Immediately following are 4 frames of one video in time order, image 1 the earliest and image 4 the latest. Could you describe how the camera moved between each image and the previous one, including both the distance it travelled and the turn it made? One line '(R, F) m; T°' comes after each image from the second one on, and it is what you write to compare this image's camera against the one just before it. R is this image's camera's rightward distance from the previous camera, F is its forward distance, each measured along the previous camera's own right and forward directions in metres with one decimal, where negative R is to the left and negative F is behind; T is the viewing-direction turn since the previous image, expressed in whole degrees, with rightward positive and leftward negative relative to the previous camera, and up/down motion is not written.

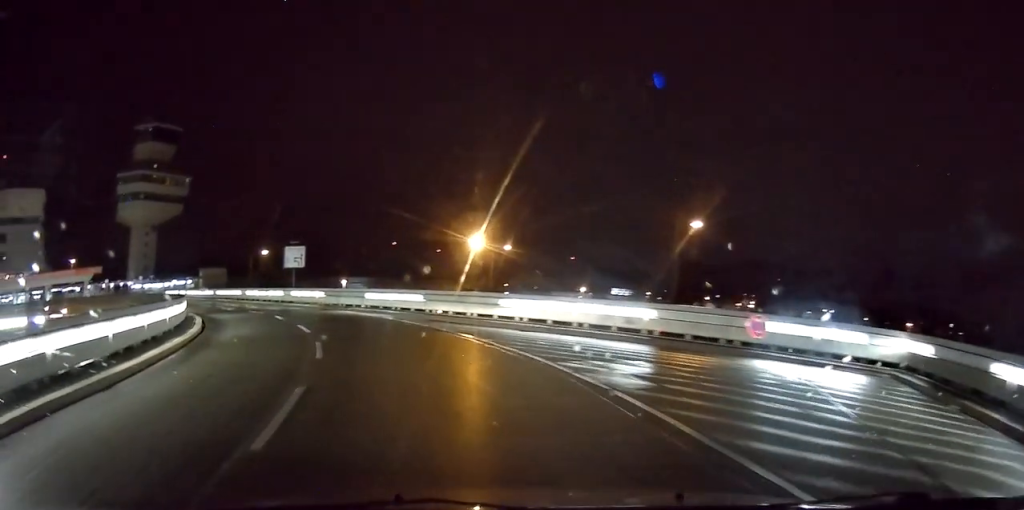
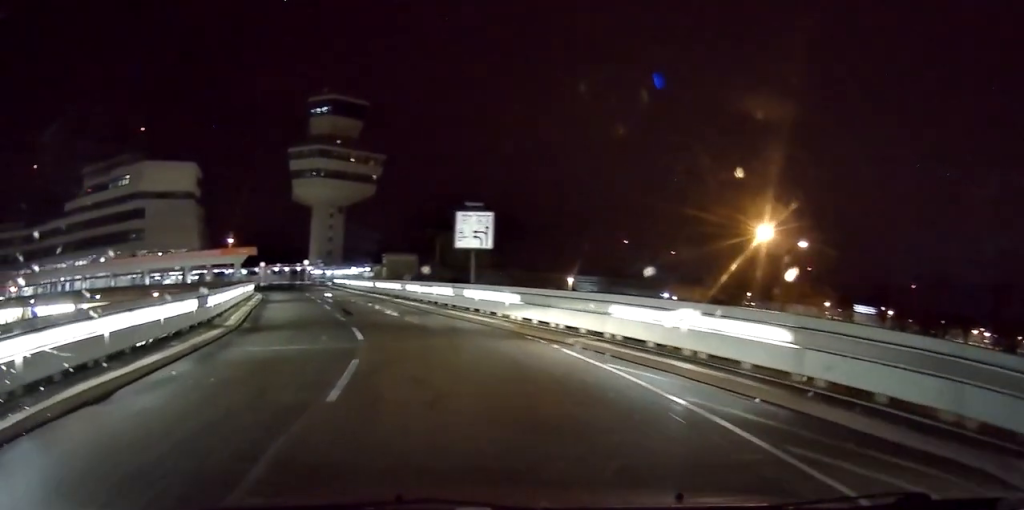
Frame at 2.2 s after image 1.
(-2.9, +17.0) m; -20°
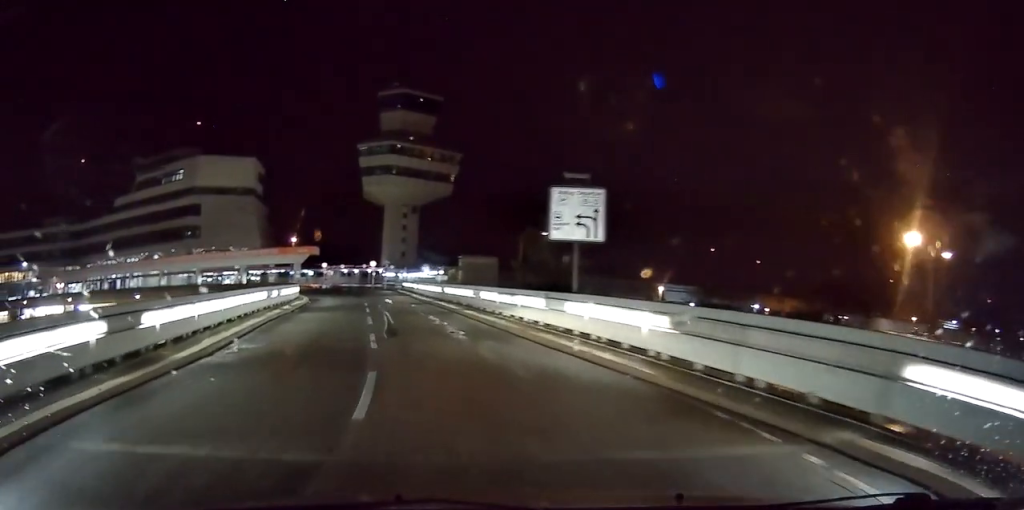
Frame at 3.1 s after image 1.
(-0.3, +7.5) m; -6°
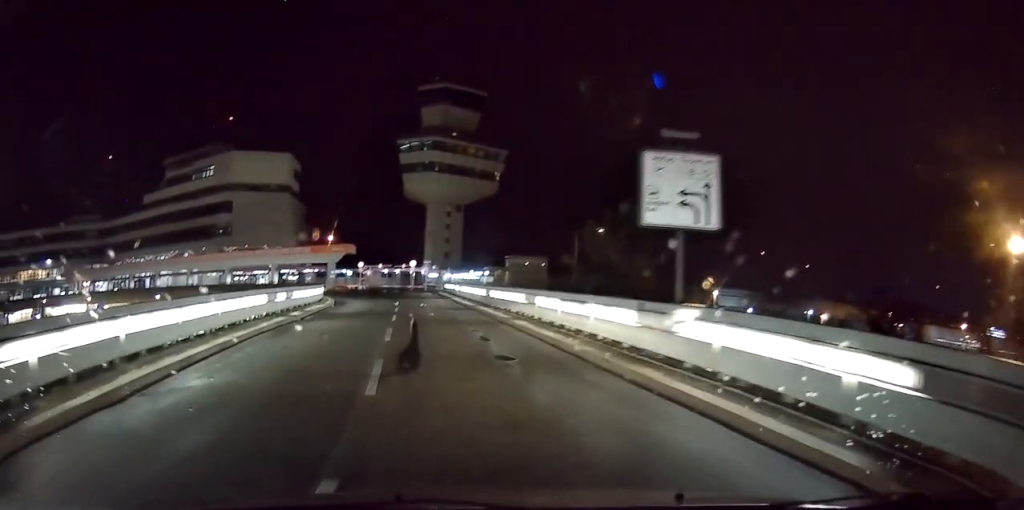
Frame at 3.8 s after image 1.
(-0.3, +5.0) m; -3°
